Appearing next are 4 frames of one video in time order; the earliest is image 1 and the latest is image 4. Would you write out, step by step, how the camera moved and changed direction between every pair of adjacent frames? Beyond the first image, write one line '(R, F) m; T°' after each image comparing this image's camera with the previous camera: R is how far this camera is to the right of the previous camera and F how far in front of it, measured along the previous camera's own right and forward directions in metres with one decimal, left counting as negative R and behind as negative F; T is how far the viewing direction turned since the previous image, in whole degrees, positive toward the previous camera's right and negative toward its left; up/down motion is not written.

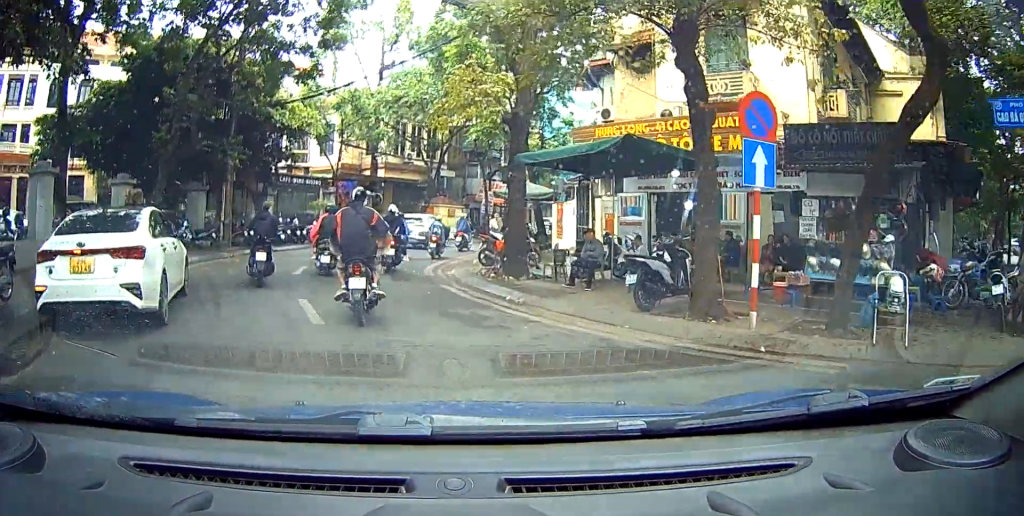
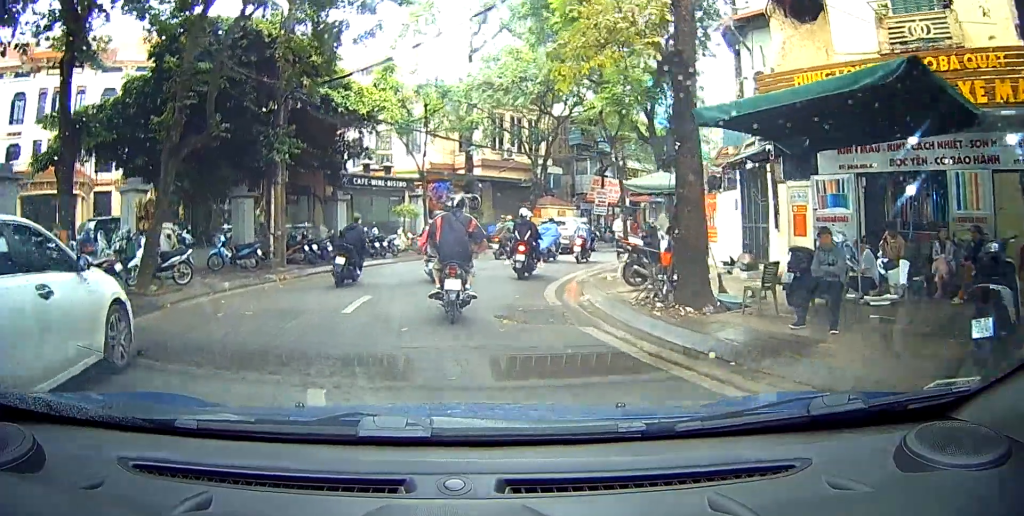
(-0.3, +4.3) m; -6°
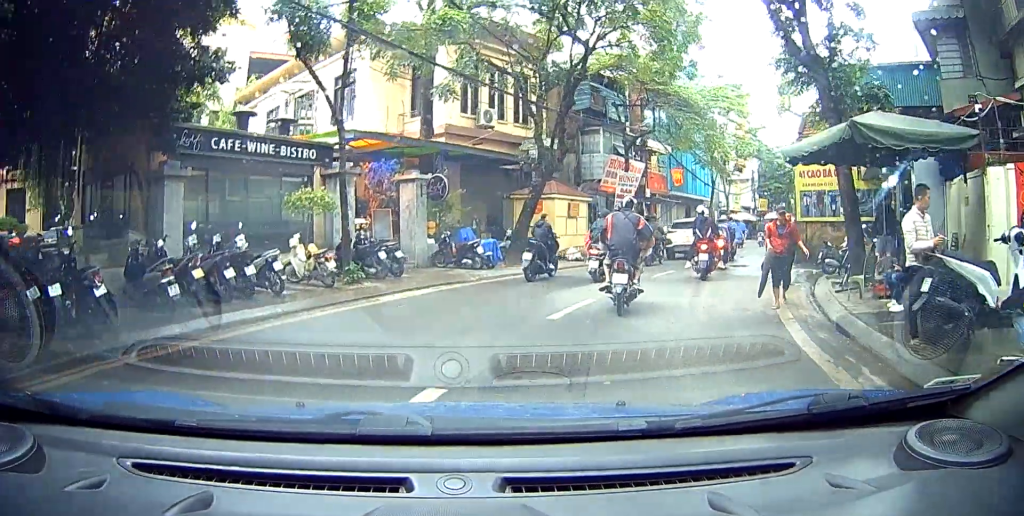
(-1.5, +9.4) m; -21°
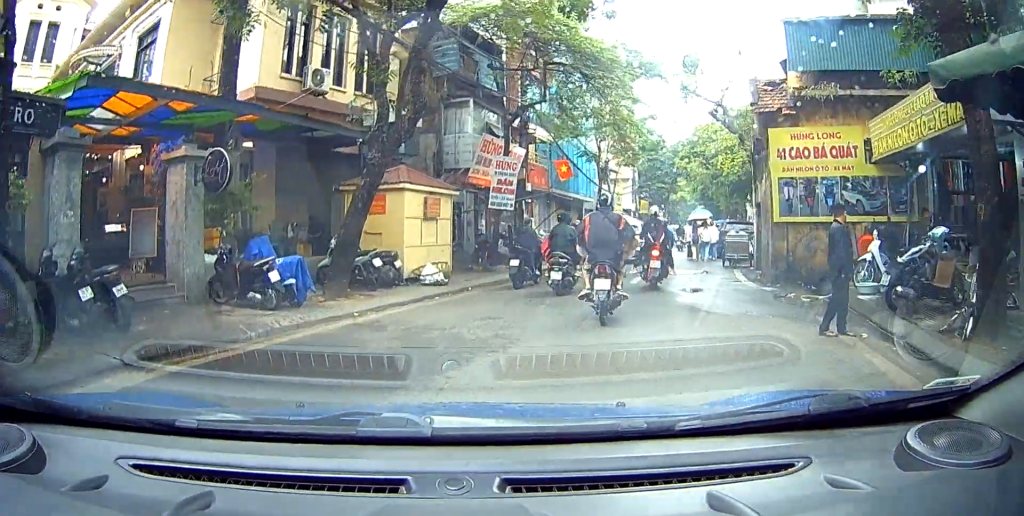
(-0.5, +5.1) m; -11°
